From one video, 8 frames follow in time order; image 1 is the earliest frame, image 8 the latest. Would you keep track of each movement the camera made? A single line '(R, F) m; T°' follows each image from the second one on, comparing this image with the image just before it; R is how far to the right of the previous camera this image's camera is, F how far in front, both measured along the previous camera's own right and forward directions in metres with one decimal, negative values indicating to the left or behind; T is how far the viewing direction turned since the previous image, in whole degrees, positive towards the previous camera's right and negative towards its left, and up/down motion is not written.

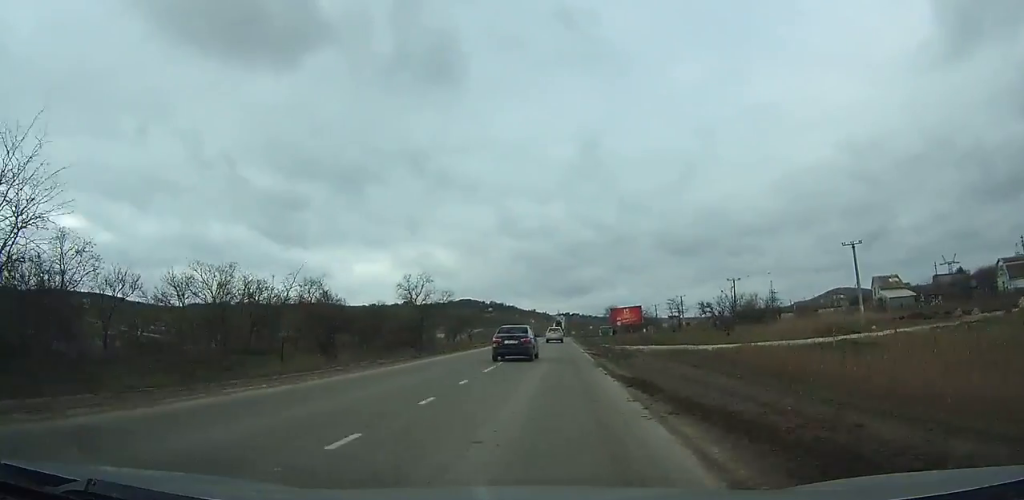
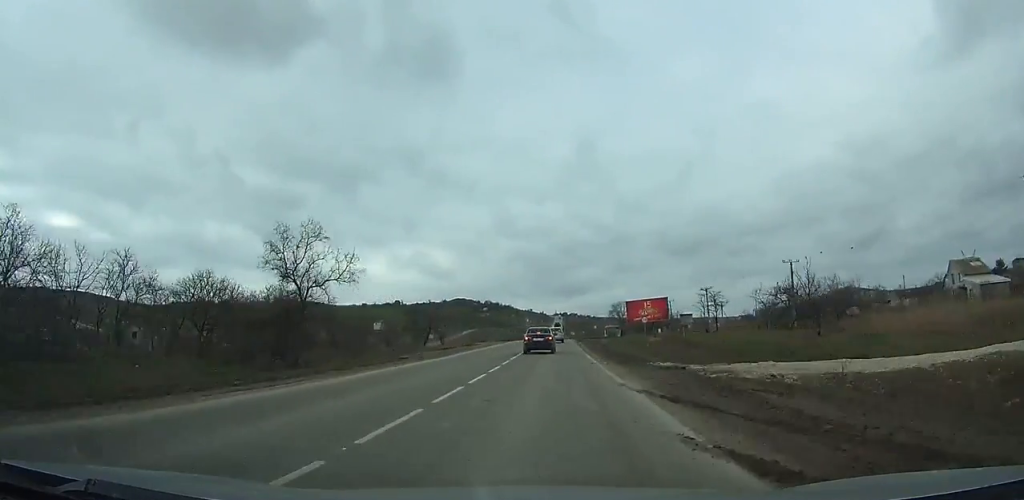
(-0.1, +27.5) m; 0°
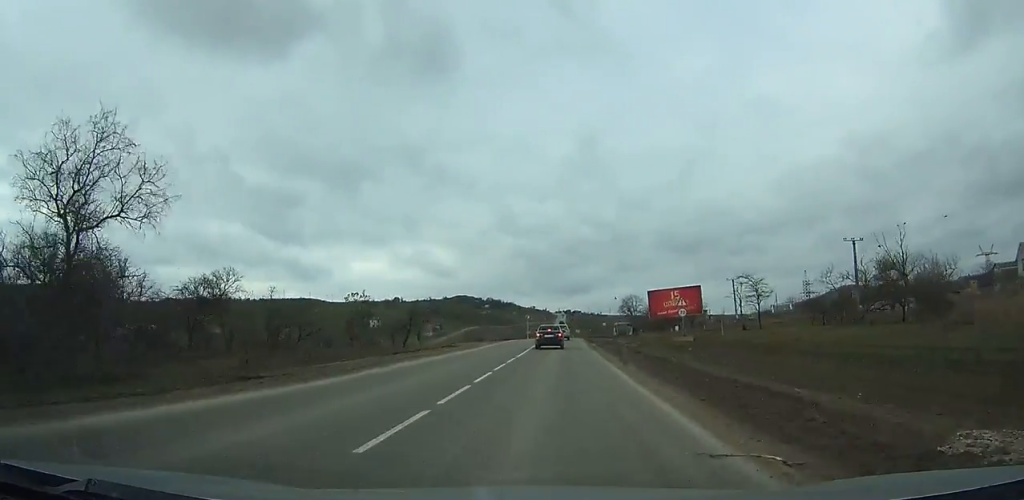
(-0.1, +16.6) m; 0°
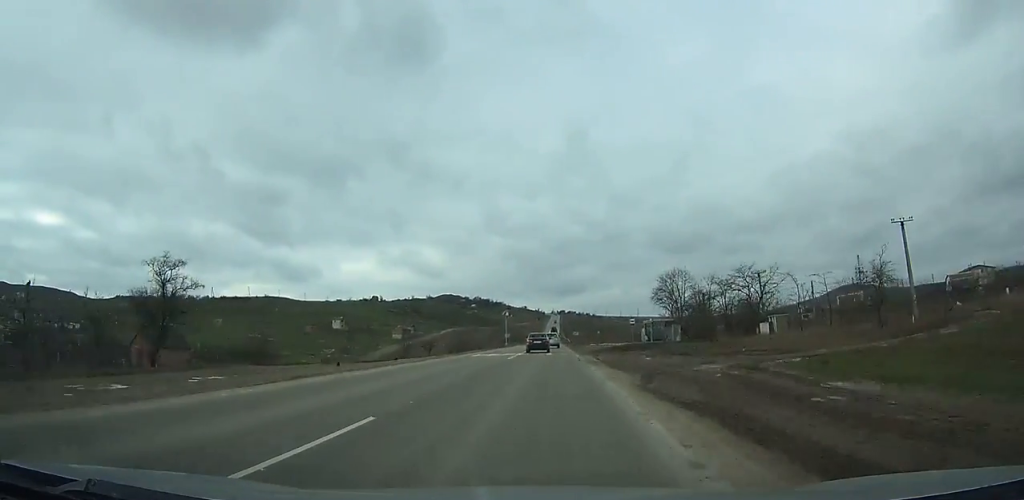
(-0.1, +57.6) m; -1°
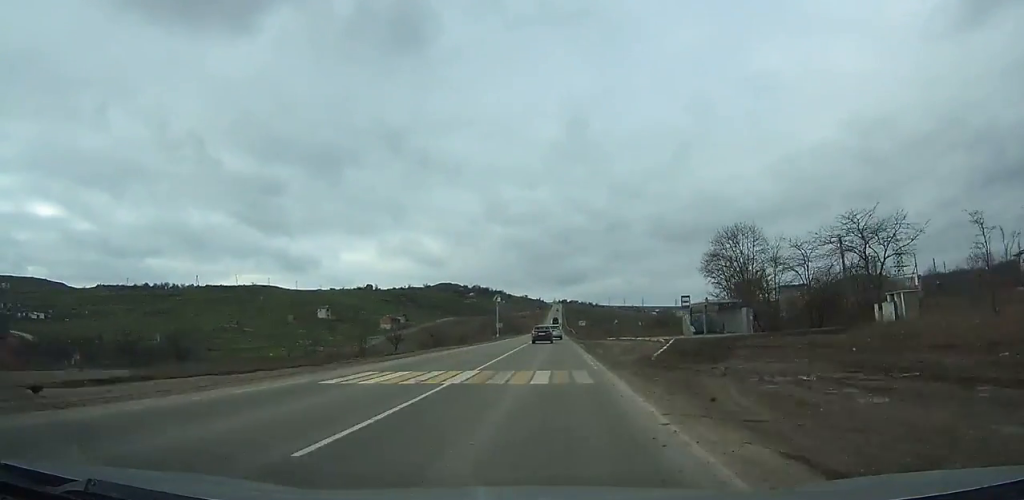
(-0.2, +25.9) m; 0°
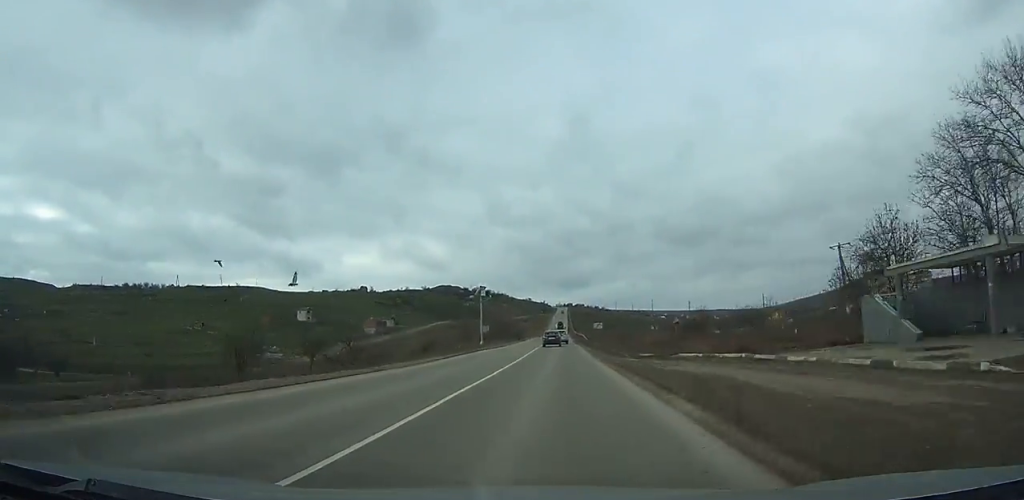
(-0.1, +33.4) m; 0°
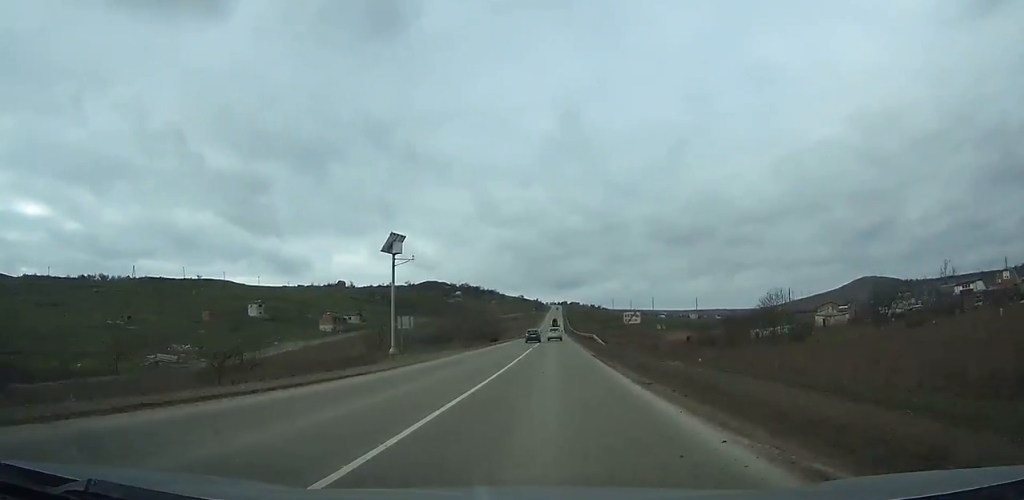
(+0.3, +44.4) m; +1°
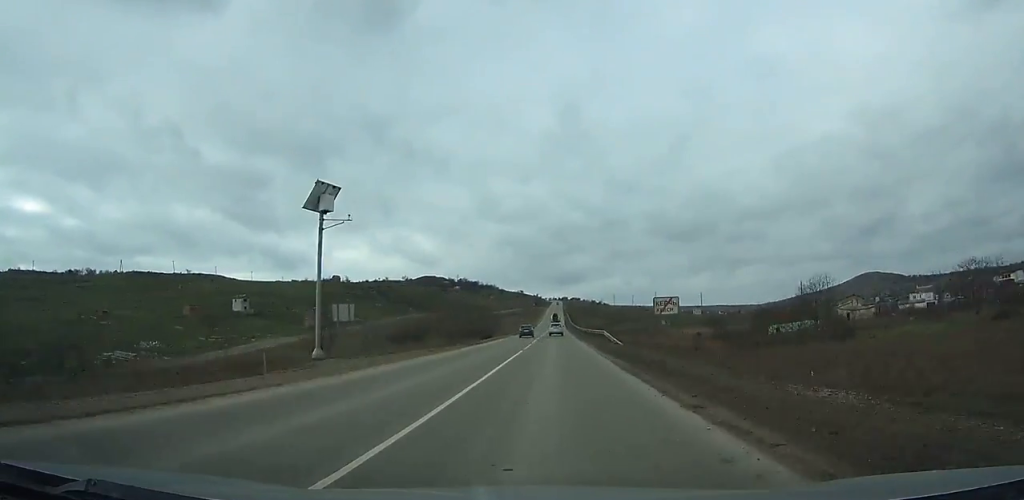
(+0.1, +13.4) m; 0°
